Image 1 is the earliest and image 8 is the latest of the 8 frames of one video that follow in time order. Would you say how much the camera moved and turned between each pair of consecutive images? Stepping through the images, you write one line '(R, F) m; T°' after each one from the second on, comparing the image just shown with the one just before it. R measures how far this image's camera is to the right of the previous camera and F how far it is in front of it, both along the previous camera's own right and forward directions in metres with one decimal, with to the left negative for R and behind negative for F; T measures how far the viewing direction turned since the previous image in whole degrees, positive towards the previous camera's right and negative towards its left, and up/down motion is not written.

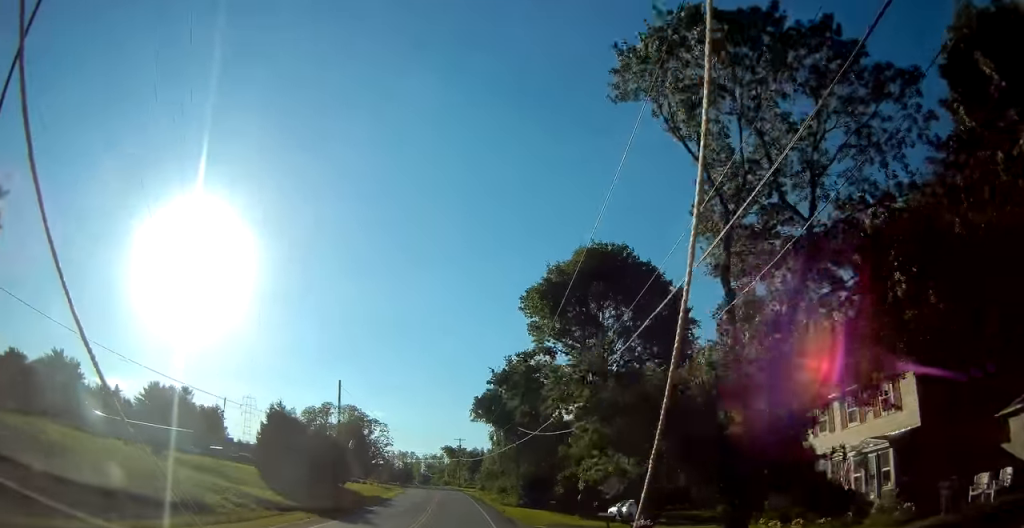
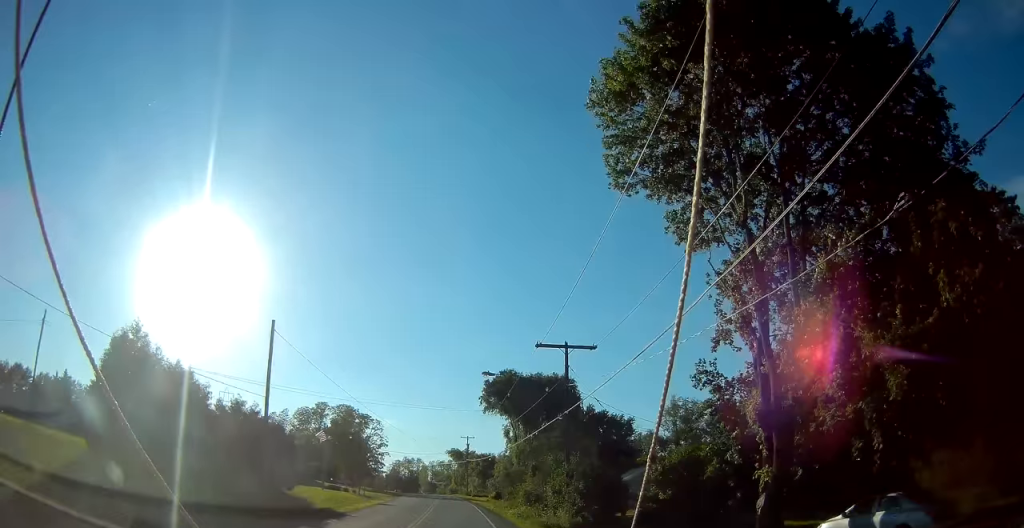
(+0.3, +22.2) m; -1°
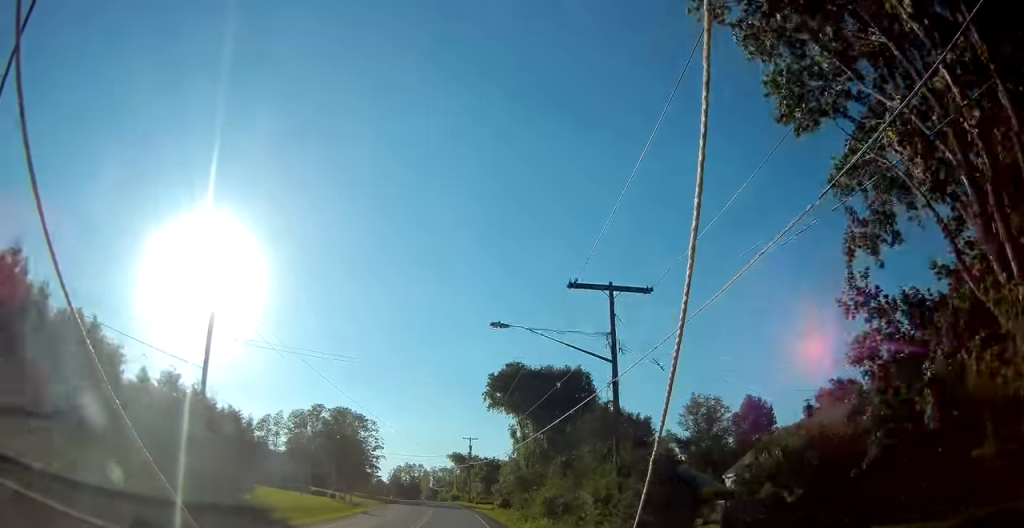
(-0.2, +9.0) m; -1°
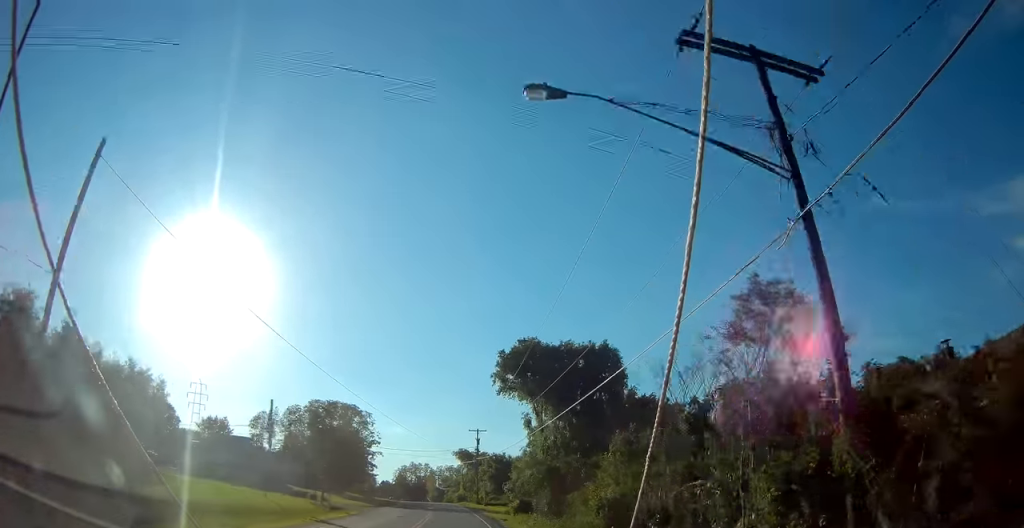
(-0.2, +11.8) m; -1°
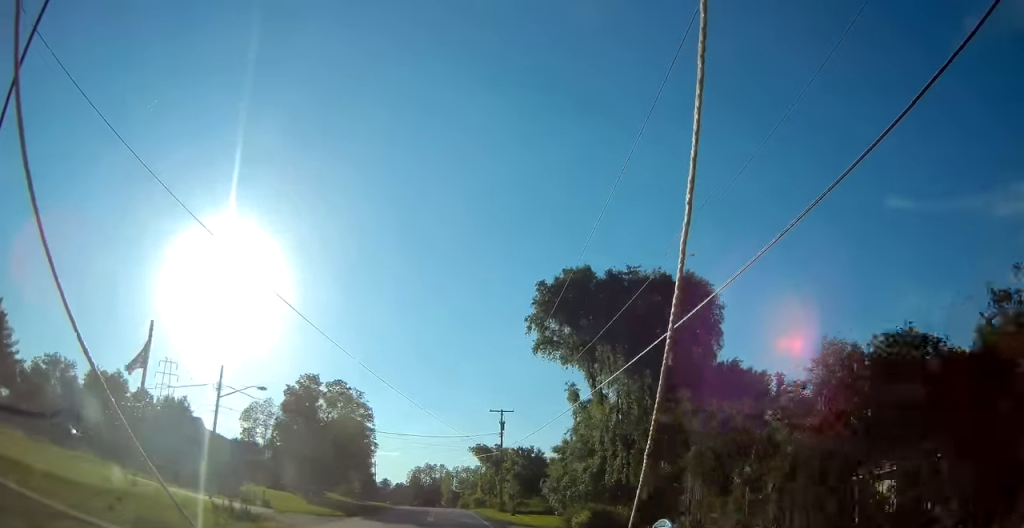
(+0.1, +21.6) m; -2°
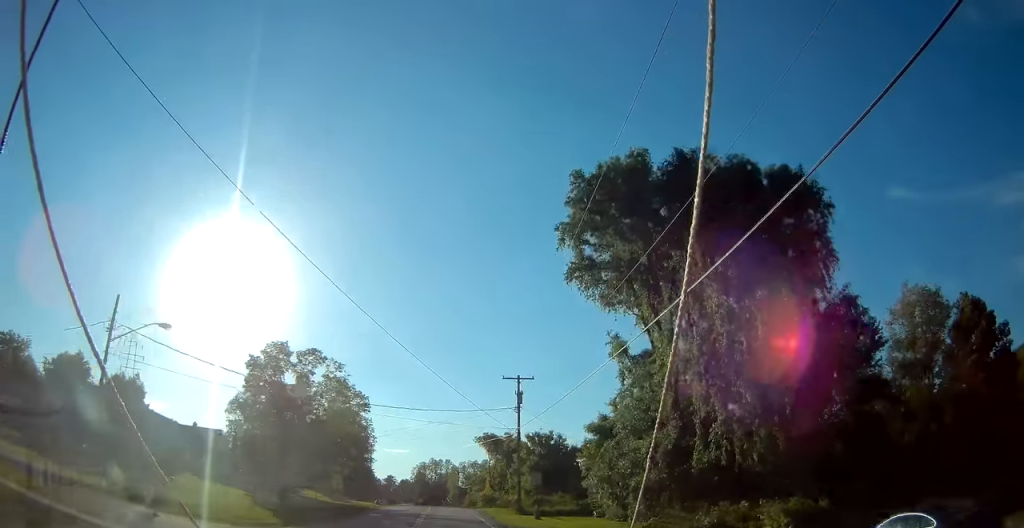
(-0.4, +14.6) m; -1°
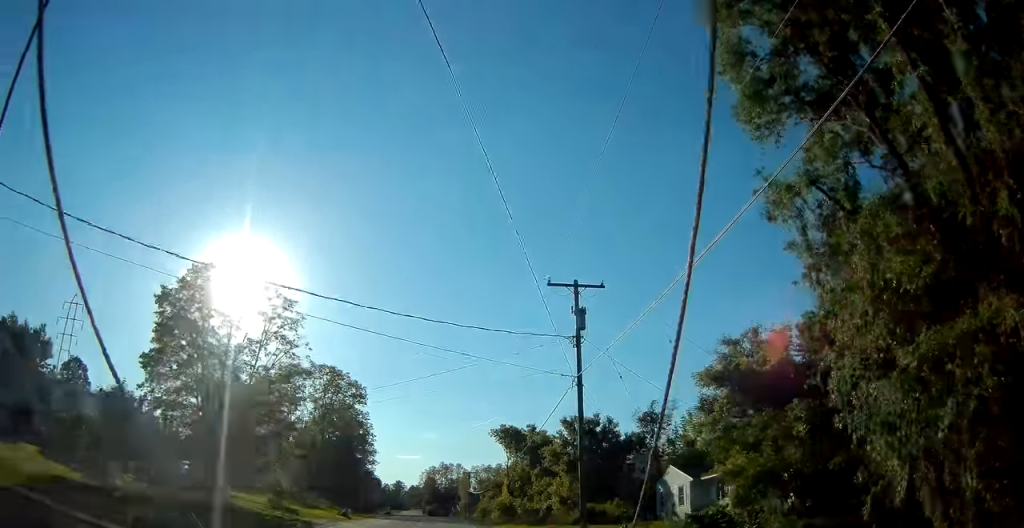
(0.0, +20.9) m; -1°
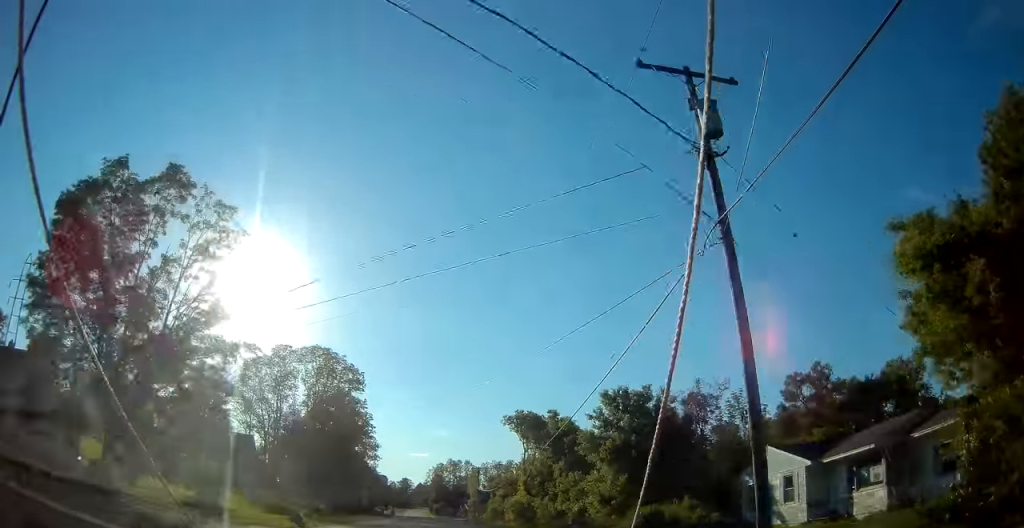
(-0.1, +13.3) m; -1°
